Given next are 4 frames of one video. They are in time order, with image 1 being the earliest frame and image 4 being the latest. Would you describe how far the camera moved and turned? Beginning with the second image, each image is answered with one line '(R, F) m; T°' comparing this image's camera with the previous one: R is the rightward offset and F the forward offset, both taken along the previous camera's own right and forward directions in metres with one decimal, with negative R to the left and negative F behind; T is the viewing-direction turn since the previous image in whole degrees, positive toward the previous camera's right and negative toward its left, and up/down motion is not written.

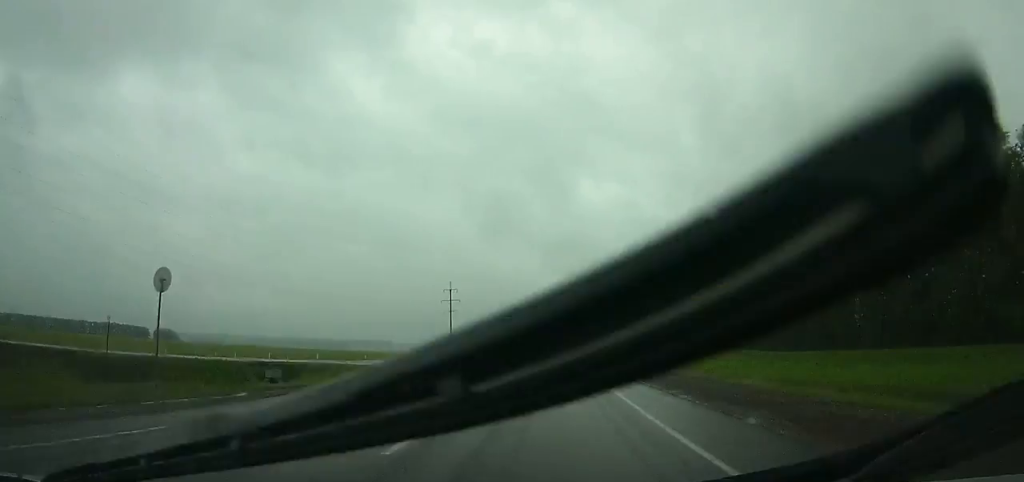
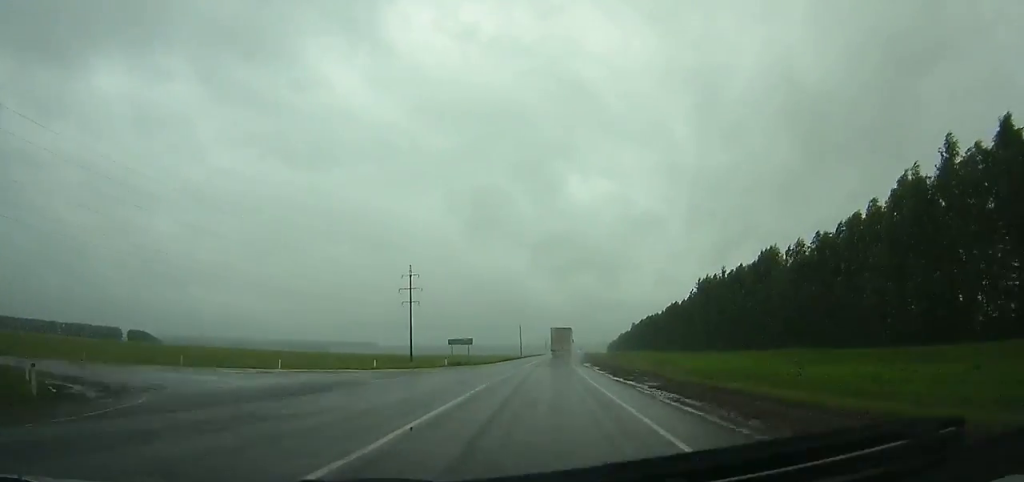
(+0.1, +33.0) m; +1°
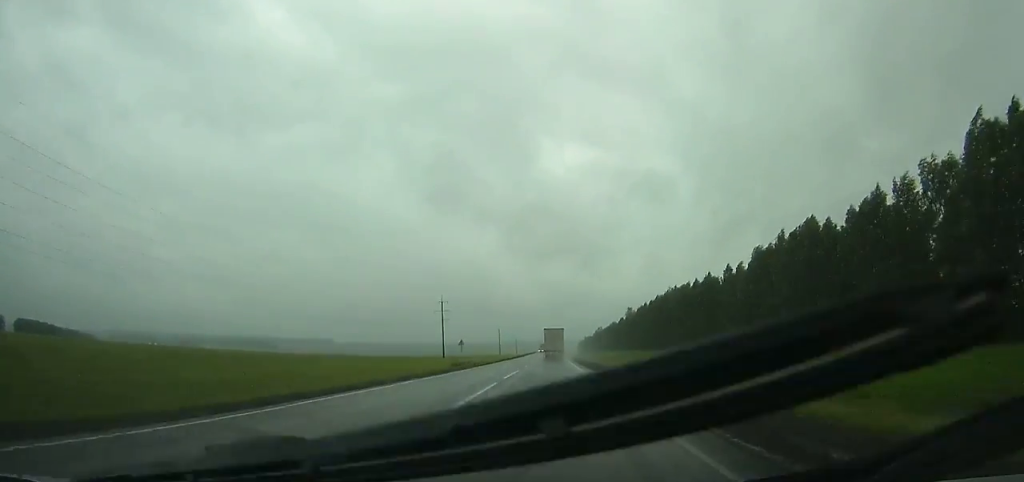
(+6.5, +158.3) m; +4°
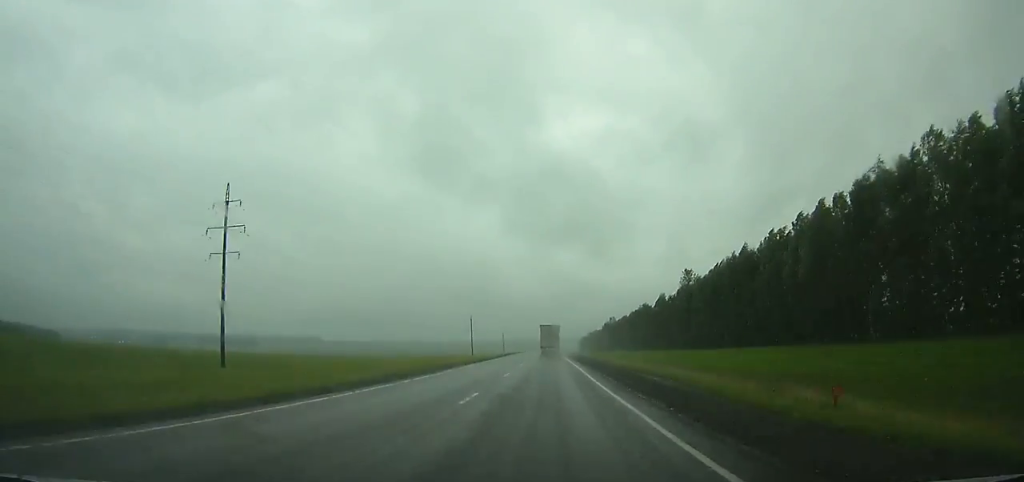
(+0.9, +135.8) m; 0°
